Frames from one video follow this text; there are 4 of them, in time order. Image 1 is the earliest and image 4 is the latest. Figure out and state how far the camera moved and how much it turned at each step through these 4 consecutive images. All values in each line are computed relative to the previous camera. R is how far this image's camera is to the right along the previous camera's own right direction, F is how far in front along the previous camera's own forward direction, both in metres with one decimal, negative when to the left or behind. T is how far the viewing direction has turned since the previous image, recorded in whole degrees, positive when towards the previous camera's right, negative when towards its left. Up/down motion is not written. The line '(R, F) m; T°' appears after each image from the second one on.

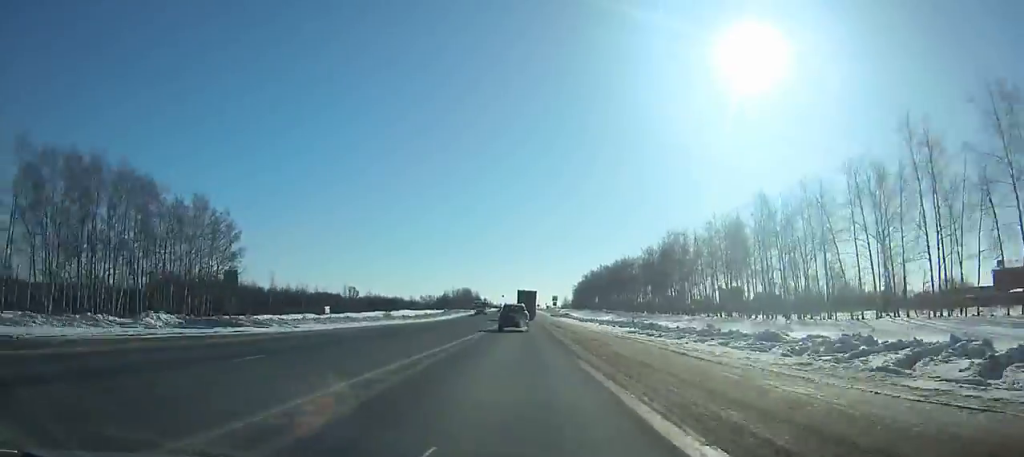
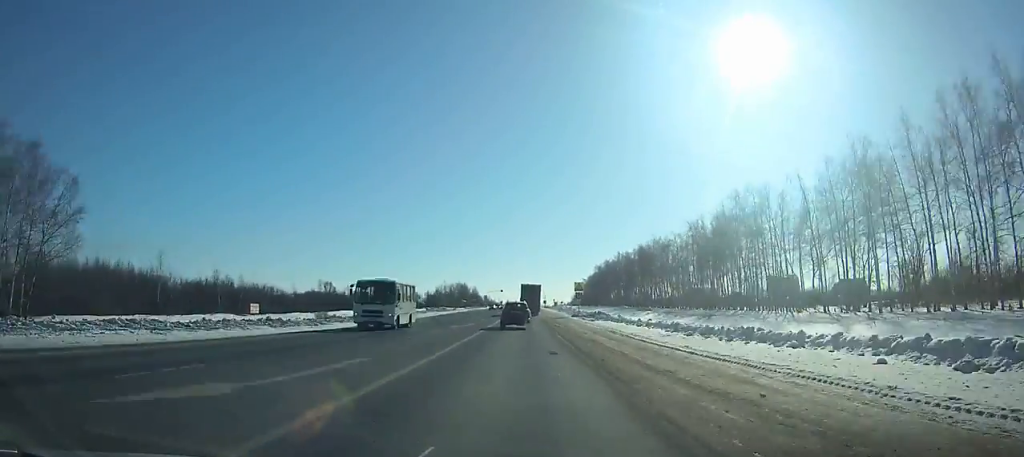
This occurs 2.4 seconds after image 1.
(+0.2, +51.7) m; 0°
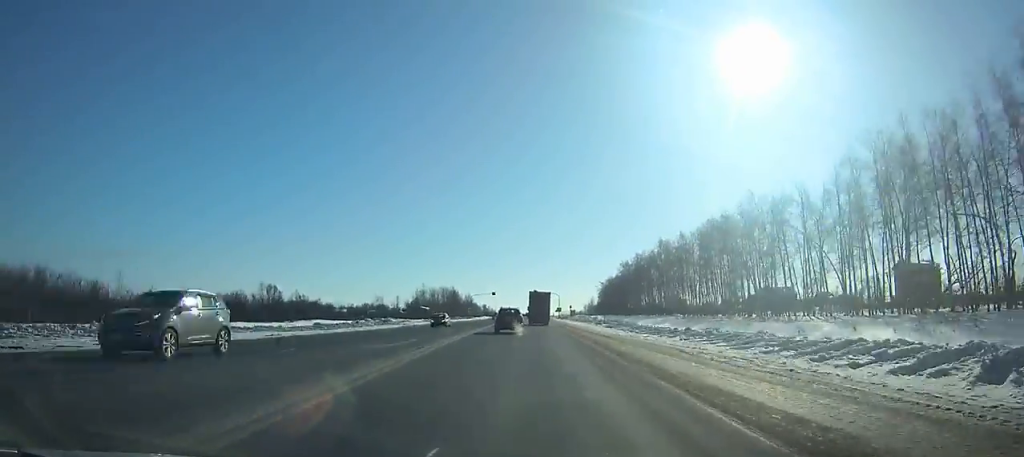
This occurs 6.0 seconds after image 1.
(-0.2, +78.8) m; 0°
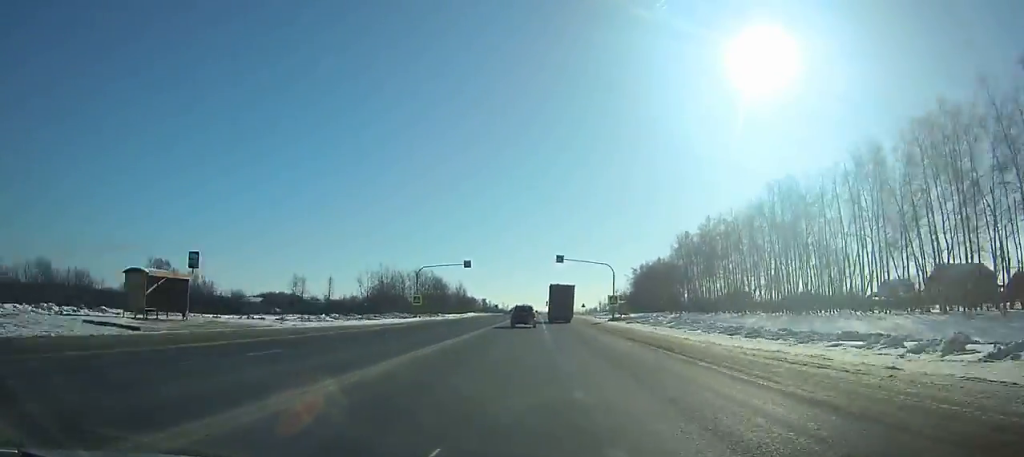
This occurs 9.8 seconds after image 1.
(-0.5, +85.7) m; 0°
